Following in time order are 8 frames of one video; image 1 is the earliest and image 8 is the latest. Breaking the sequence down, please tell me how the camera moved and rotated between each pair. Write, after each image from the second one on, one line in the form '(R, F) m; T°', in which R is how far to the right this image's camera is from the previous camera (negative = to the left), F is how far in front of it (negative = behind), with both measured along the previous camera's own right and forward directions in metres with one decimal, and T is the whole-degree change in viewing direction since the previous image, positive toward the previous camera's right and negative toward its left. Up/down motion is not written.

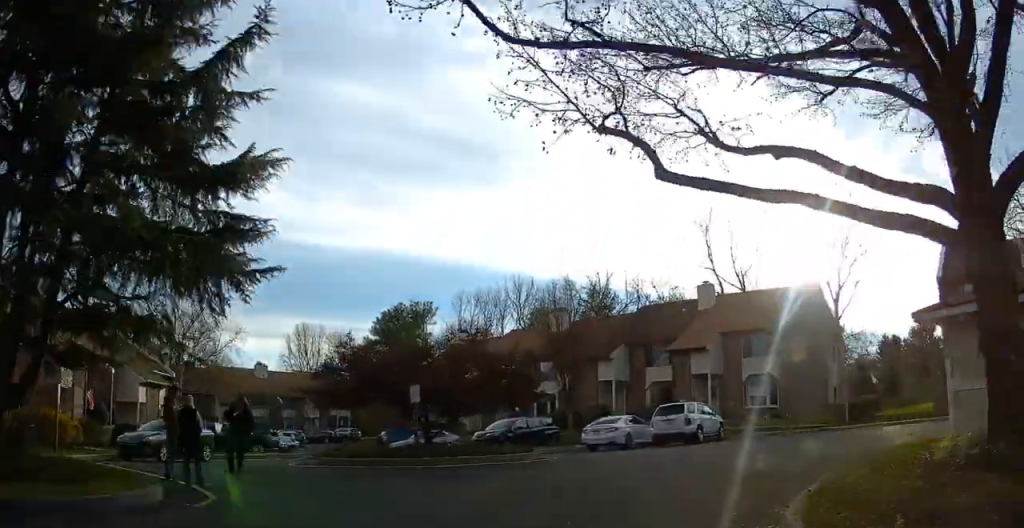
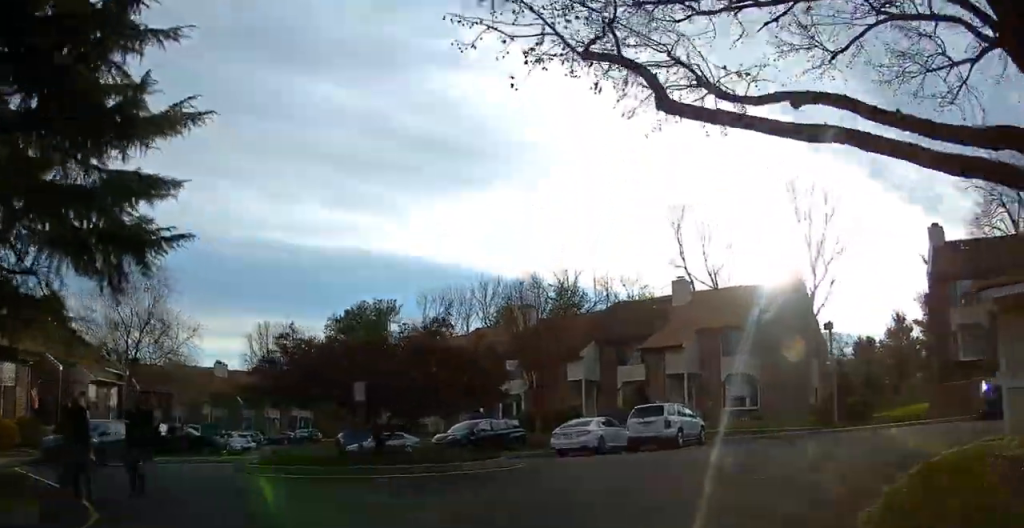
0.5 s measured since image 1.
(0.0, +2.4) m; +2°
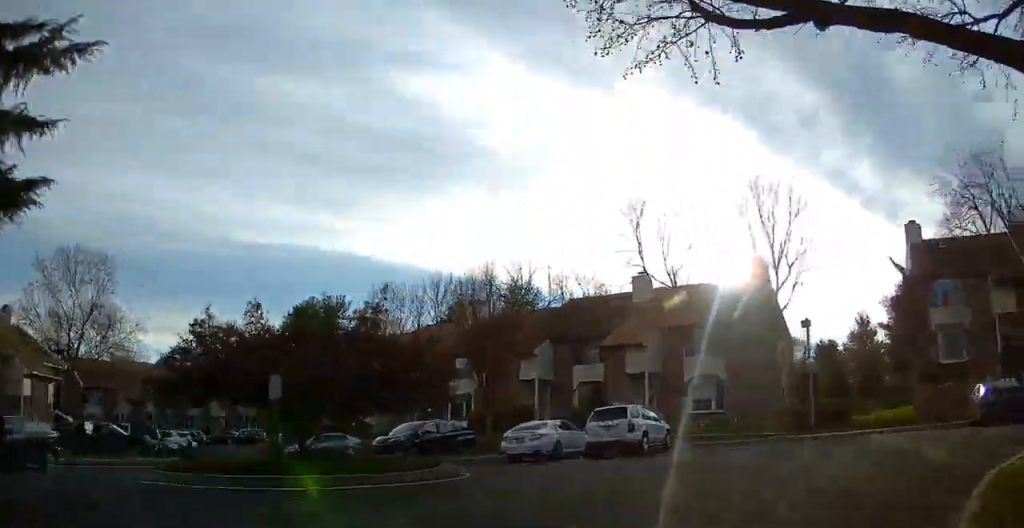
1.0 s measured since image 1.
(-0.1, +2.6) m; +3°
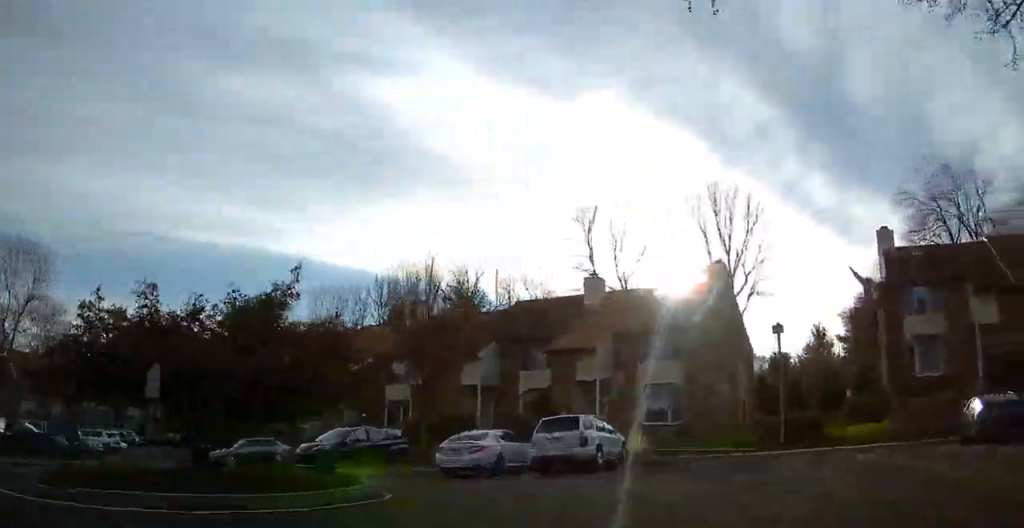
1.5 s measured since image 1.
(+0.2, +2.7) m; +5°
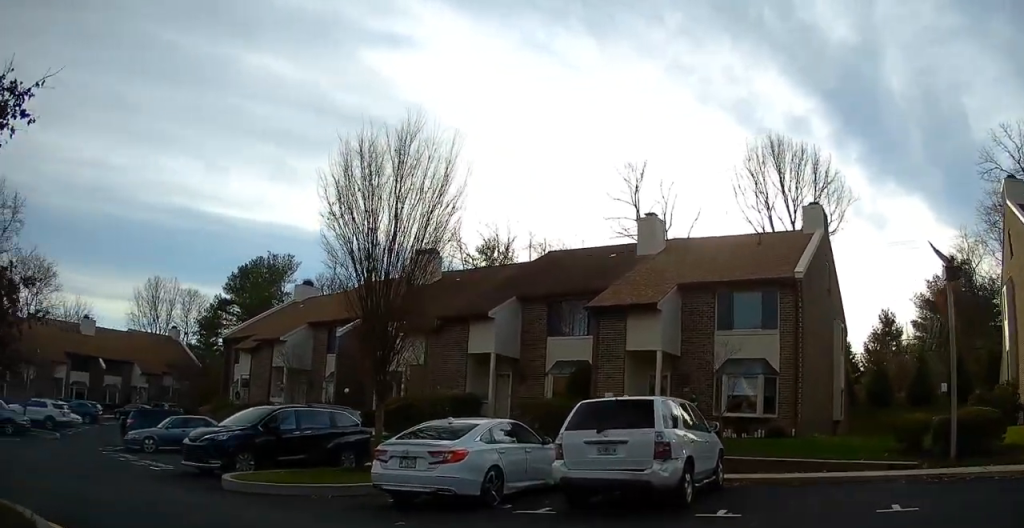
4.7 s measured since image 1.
(+0.7, +11.0) m; -10°
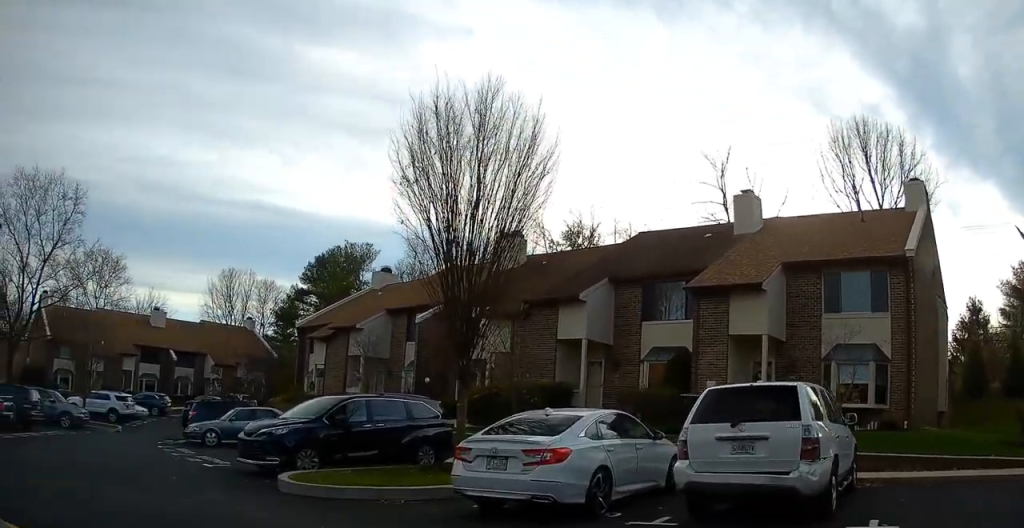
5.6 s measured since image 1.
(-0.2, +1.9) m; -6°
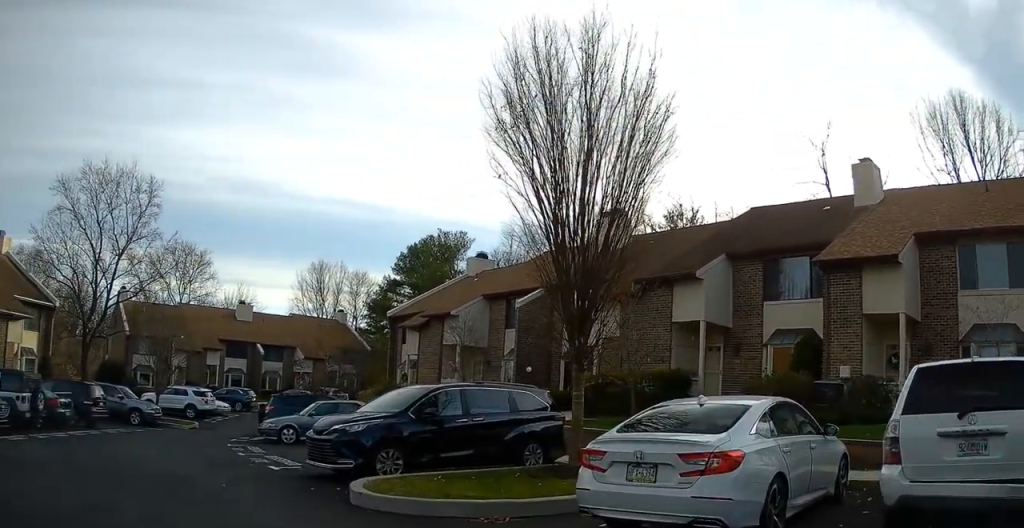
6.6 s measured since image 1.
(-0.1, +2.2) m; -7°
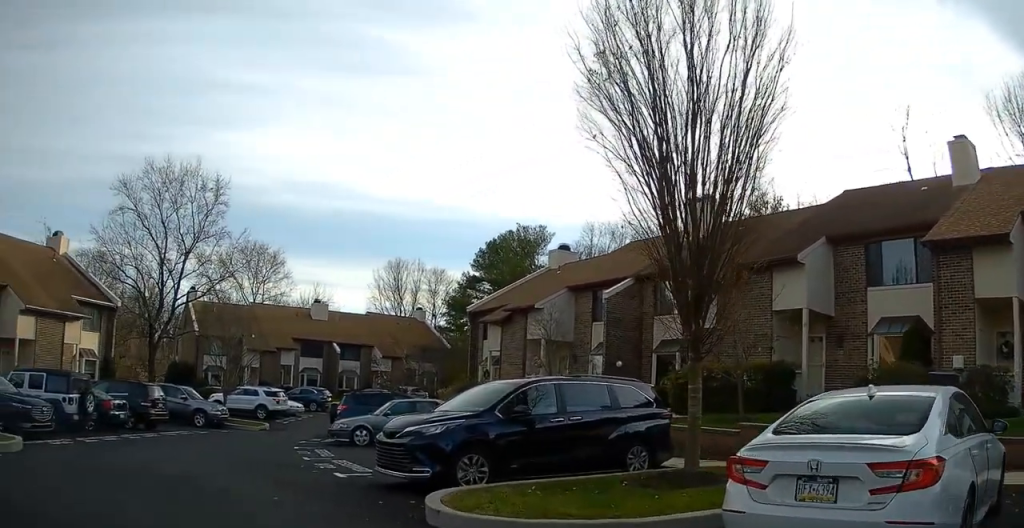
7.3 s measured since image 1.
(0.0, +1.4) m; -7°
